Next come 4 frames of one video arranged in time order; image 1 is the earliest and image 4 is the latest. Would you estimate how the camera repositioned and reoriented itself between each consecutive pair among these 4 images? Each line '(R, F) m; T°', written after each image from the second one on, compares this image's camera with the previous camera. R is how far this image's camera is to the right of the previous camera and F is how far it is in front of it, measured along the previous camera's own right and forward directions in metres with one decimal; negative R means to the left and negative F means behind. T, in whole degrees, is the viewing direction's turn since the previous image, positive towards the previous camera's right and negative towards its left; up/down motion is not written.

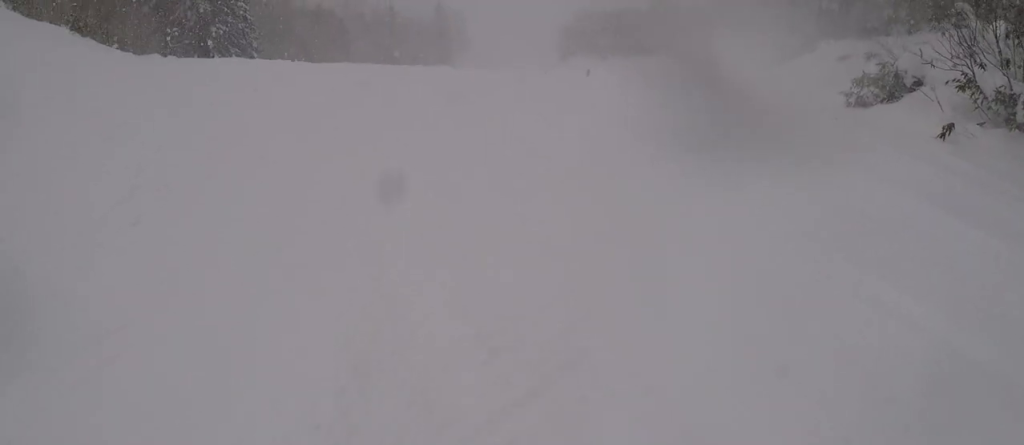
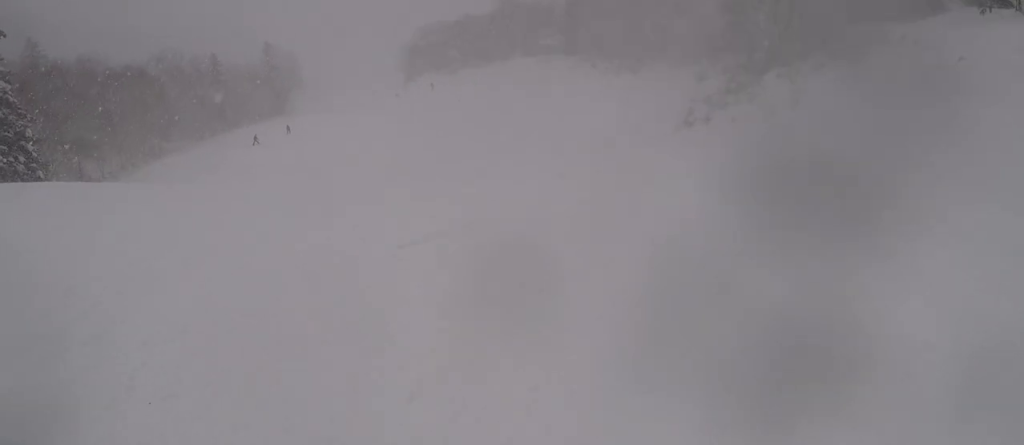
(+3.3, +12.6) m; +11°
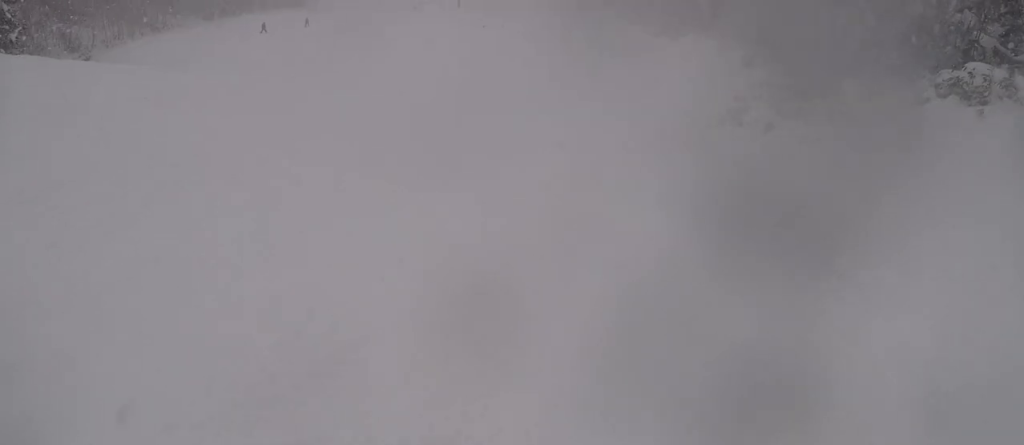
(-0.2, +3.6) m; -7°
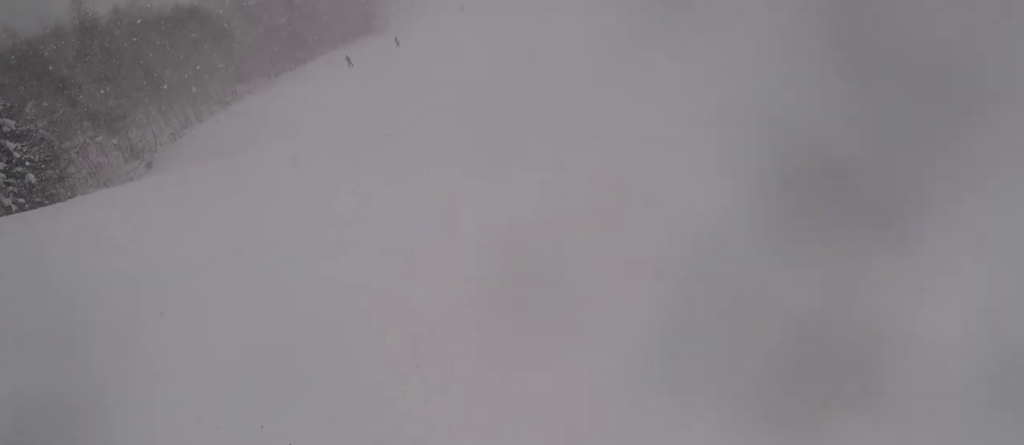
(-2.2, +12.7) m; +2°
